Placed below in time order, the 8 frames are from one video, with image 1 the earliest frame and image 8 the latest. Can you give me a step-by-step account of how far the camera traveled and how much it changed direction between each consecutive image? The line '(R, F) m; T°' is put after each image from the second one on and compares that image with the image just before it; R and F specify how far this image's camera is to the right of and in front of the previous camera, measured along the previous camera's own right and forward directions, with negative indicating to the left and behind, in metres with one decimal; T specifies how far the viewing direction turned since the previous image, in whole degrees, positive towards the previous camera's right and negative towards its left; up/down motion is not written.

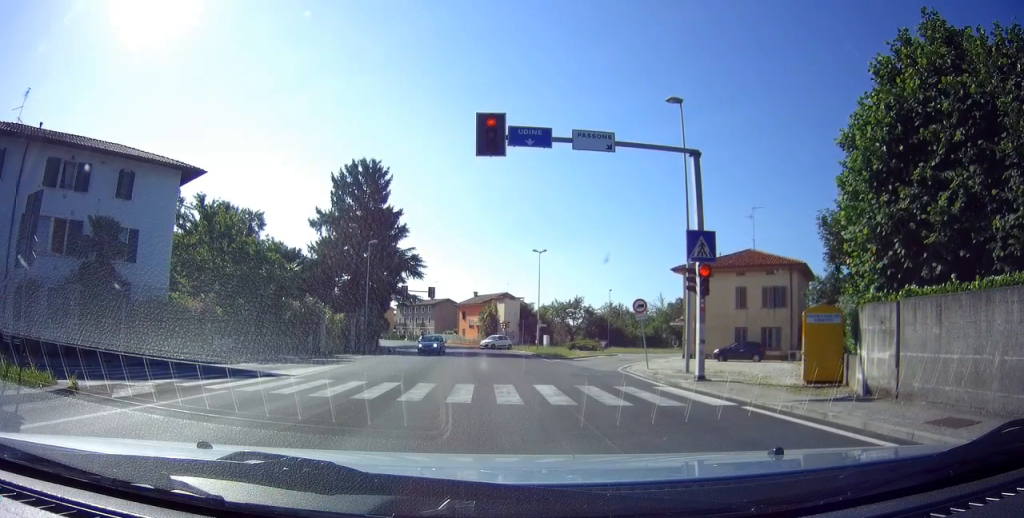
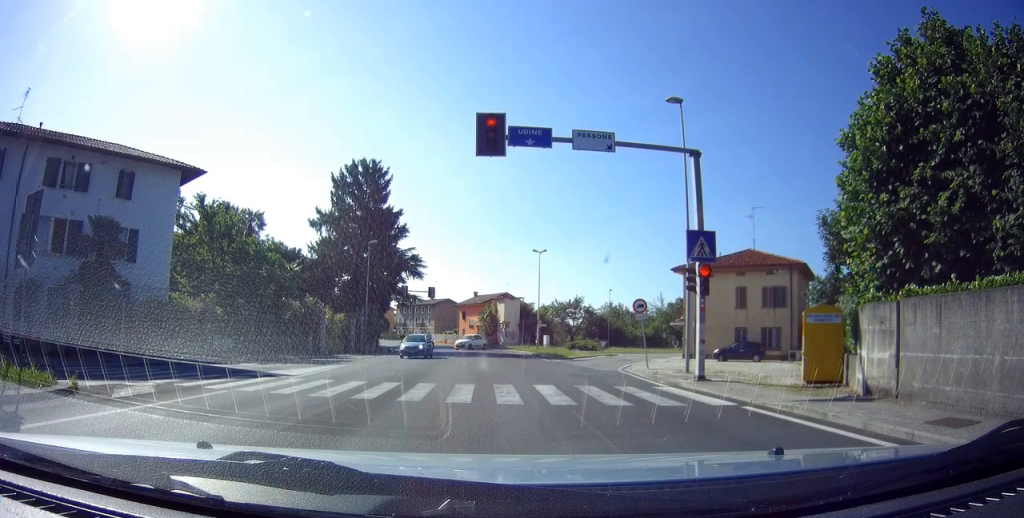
(0.0, 0.0) m; 0°
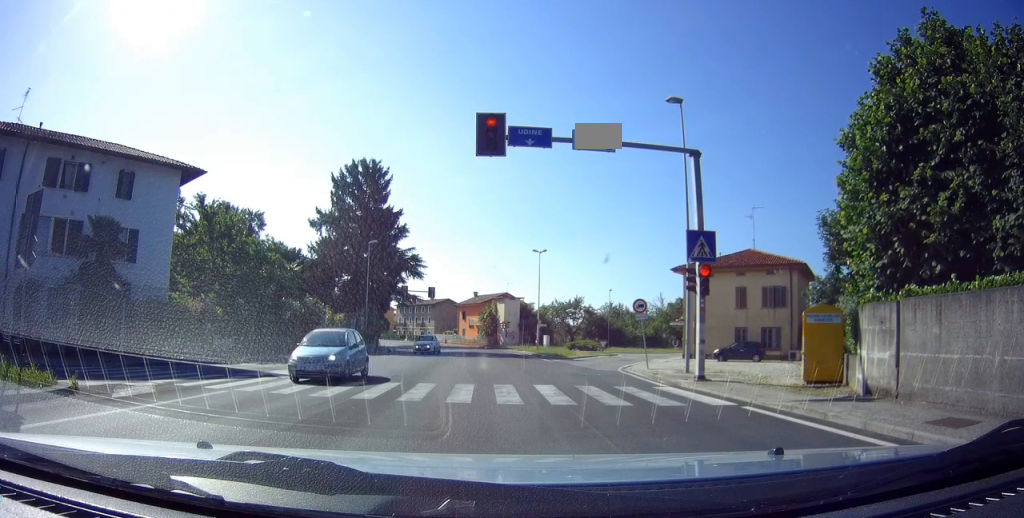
(0.0, 0.0) m; 0°
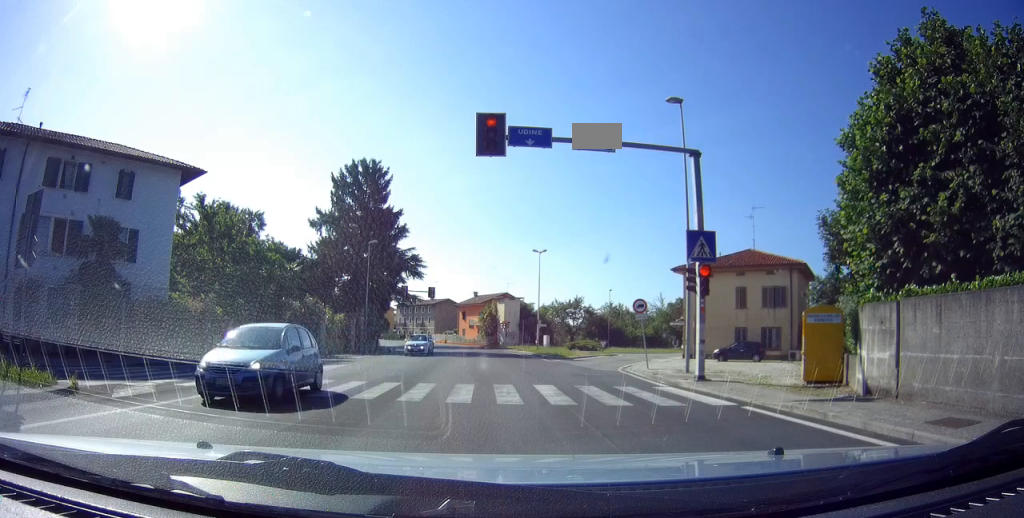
(0.0, 0.0) m; 0°
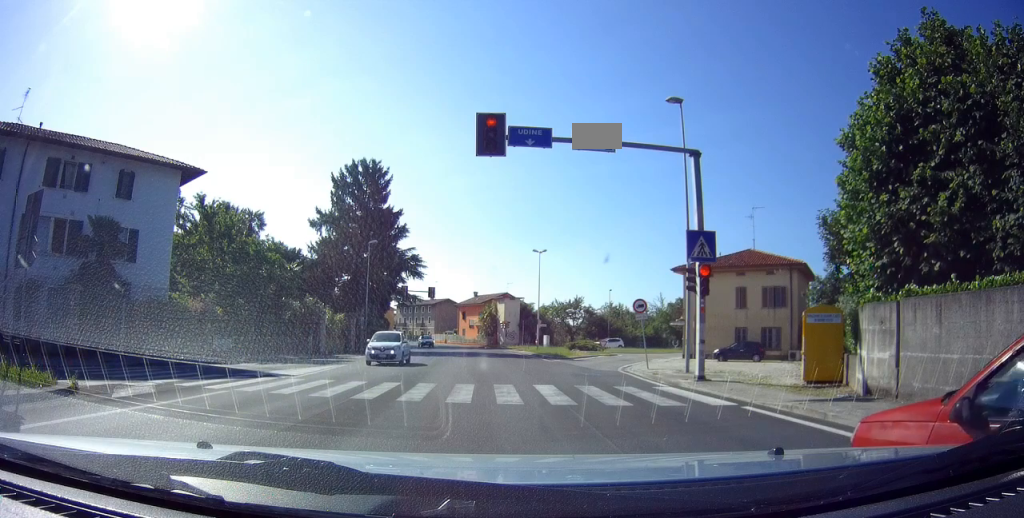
(0.0, 0.0) m; 0°
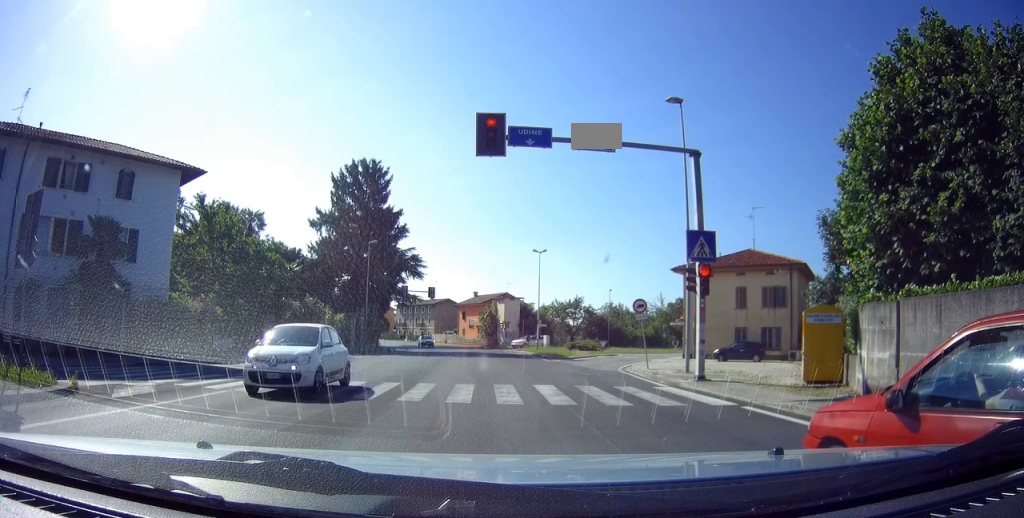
(0.0, 0.0) m; 0°
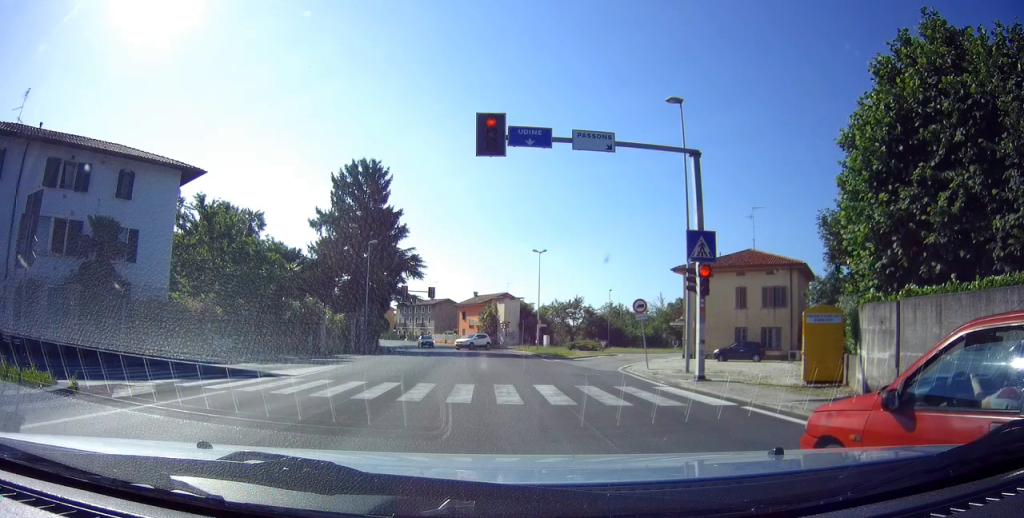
(0.0, 0.0) m; 0°
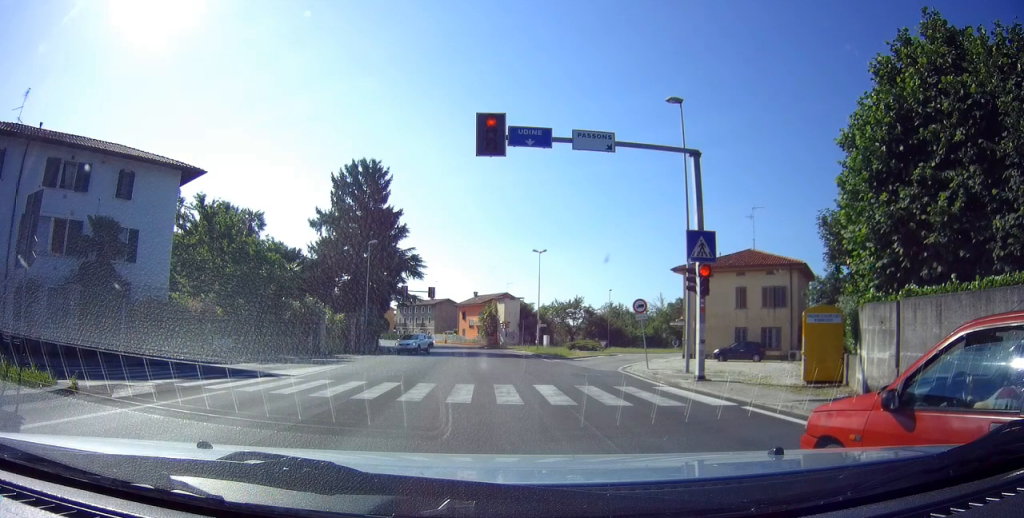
(0.0, 0.0) m; 0°
